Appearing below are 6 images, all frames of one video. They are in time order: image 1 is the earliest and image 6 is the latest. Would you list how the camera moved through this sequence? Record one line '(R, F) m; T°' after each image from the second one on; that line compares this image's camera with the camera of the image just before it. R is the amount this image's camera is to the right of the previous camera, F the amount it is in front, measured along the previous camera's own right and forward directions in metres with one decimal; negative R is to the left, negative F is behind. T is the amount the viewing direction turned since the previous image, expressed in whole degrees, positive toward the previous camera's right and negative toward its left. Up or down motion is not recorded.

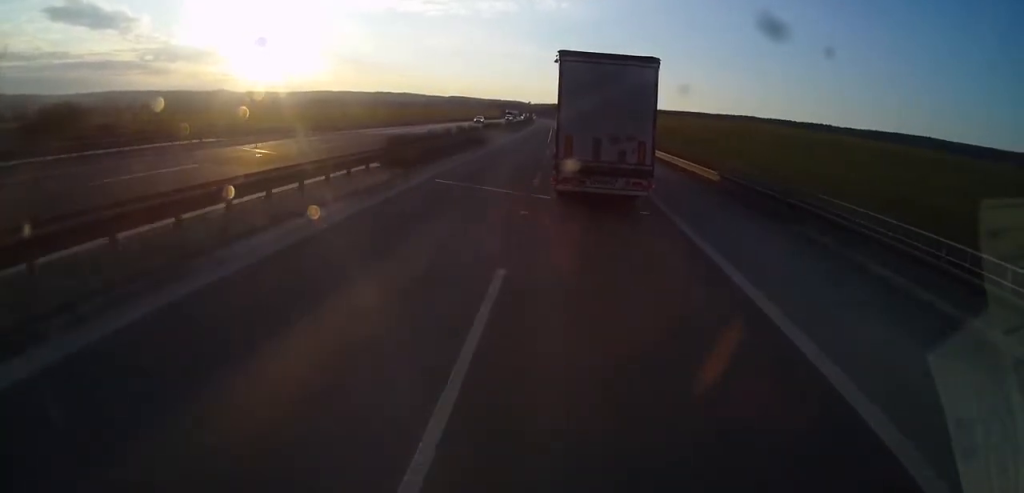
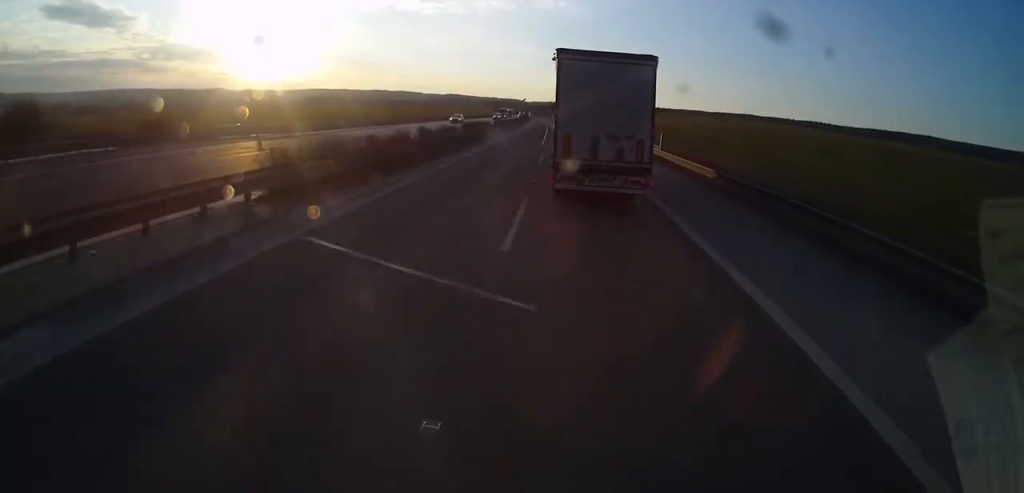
(0.0, +10.8) m; 0°
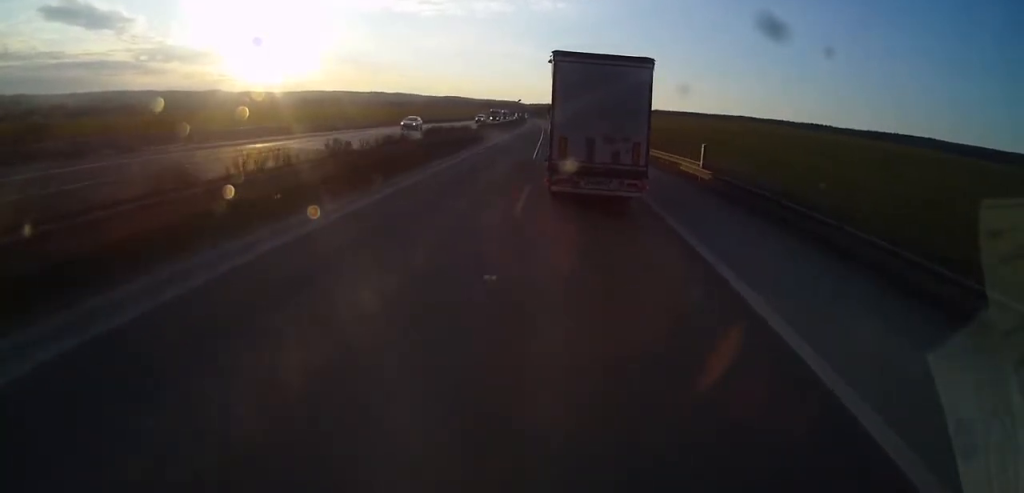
(0.0, +13.2) m; 0°
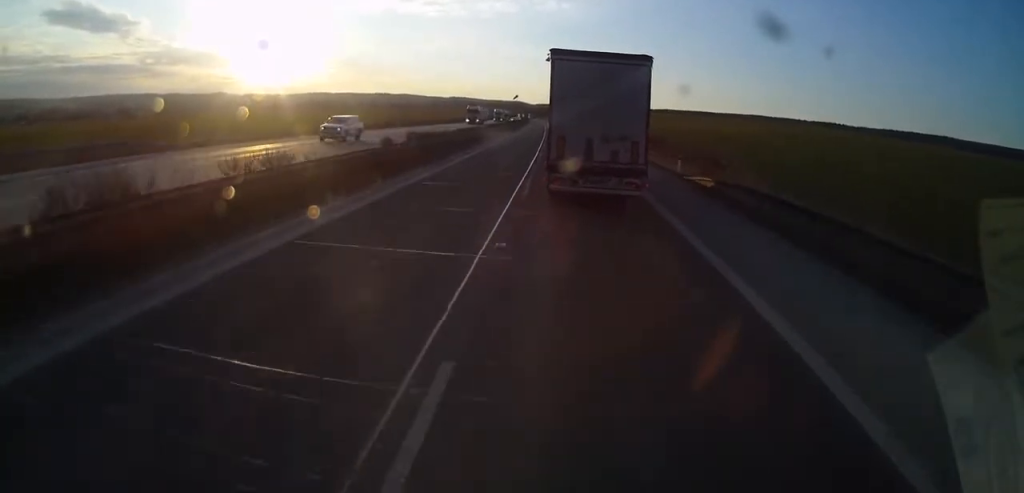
(-0.3, +35.5) m; -1°
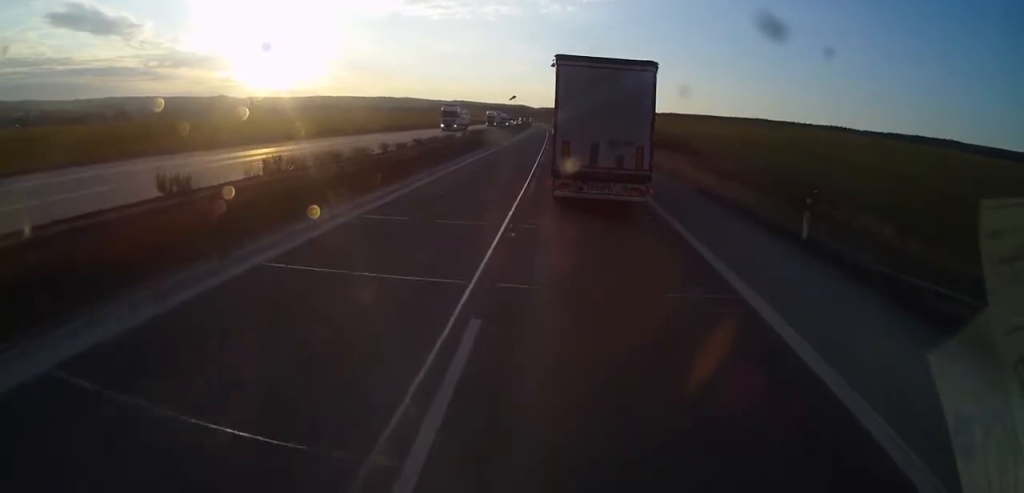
(-0.1, +16.2) m; 0°
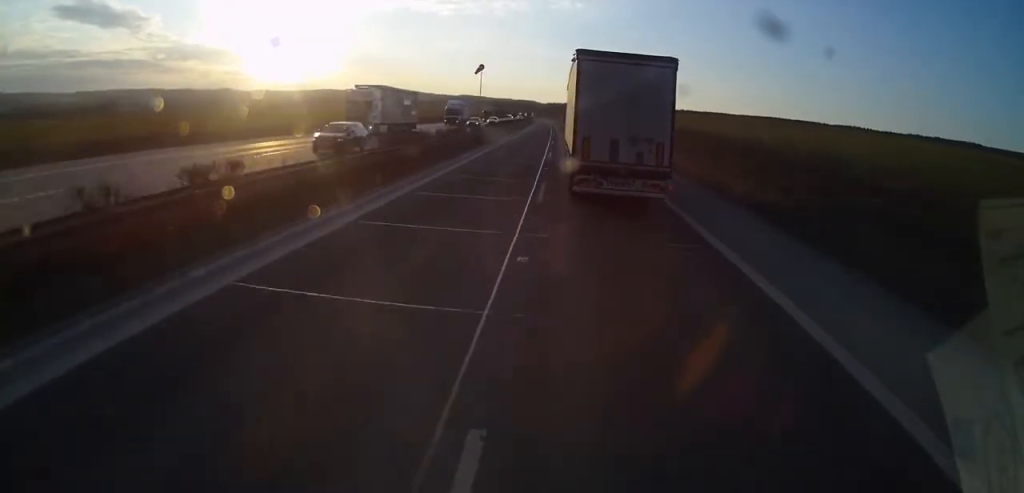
(0.0, +56.4) m; 0°
